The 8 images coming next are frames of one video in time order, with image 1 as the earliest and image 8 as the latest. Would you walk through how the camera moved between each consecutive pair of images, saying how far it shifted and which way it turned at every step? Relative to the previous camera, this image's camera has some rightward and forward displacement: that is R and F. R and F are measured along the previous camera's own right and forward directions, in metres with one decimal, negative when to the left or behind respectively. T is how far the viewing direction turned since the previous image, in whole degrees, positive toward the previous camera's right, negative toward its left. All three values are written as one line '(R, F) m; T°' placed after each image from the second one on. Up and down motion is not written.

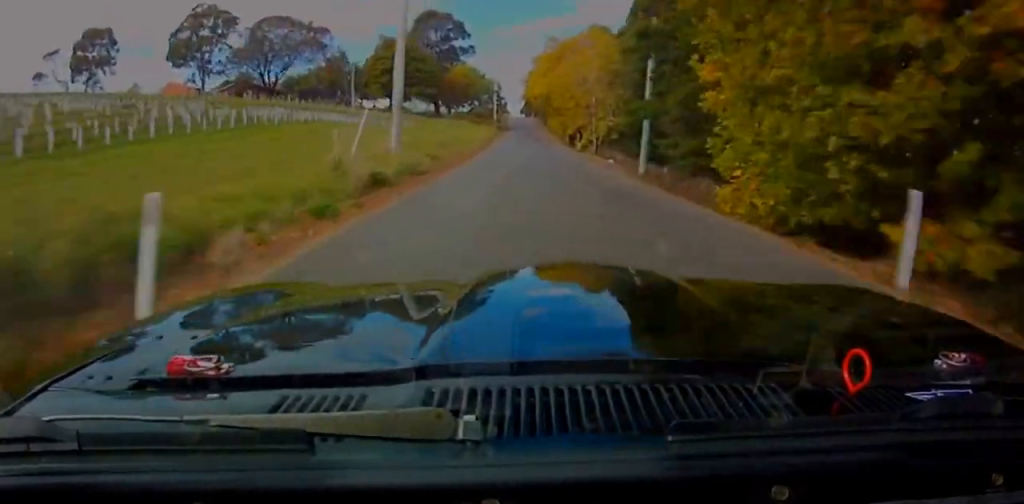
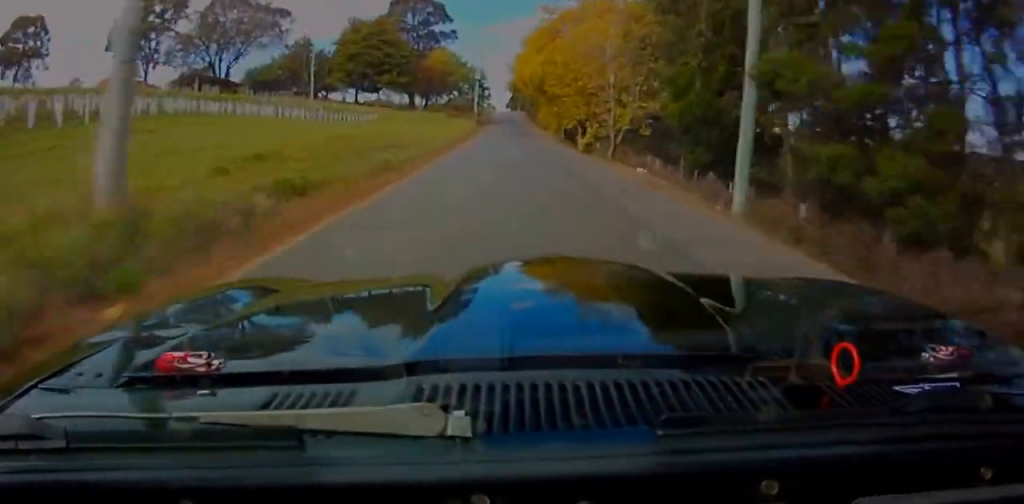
(0.0, +16.7) m; 0°
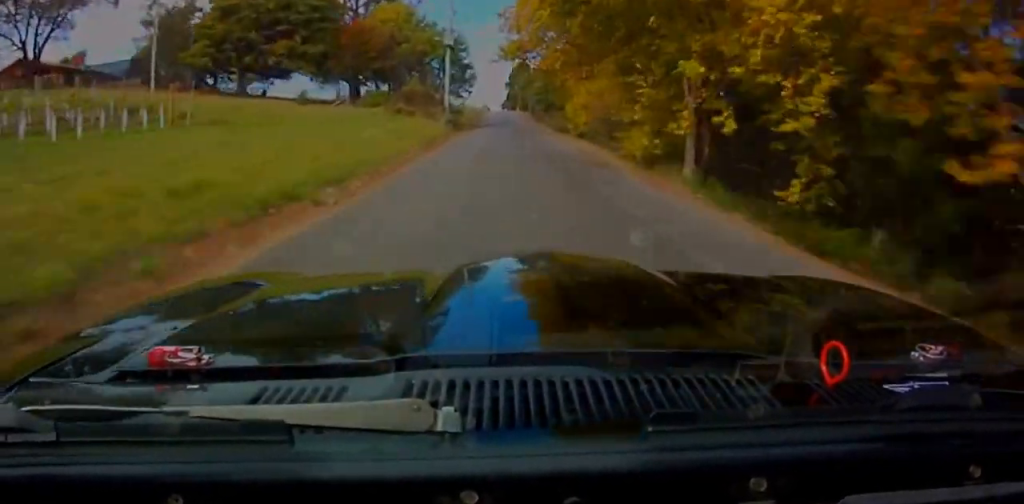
(0.0, +43.2) m; 0°
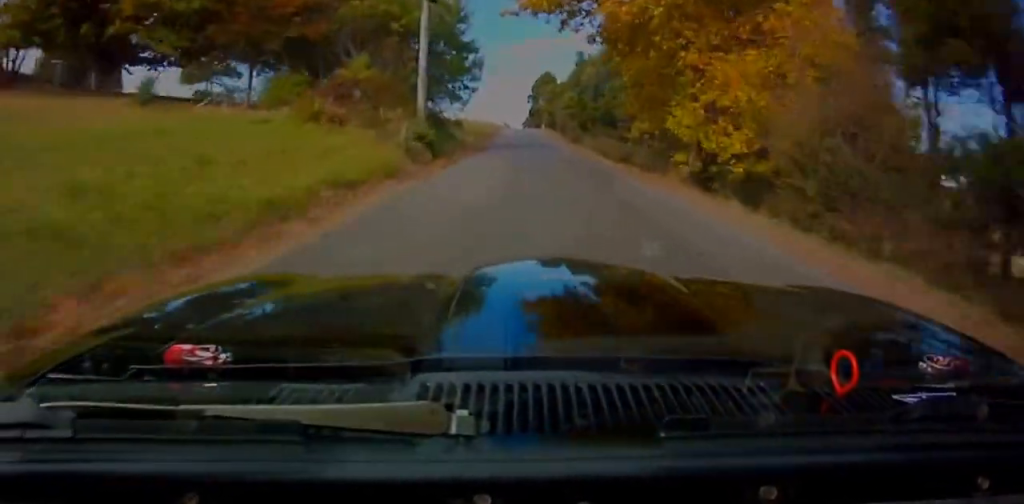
(0.0, +25.6) m; 0°
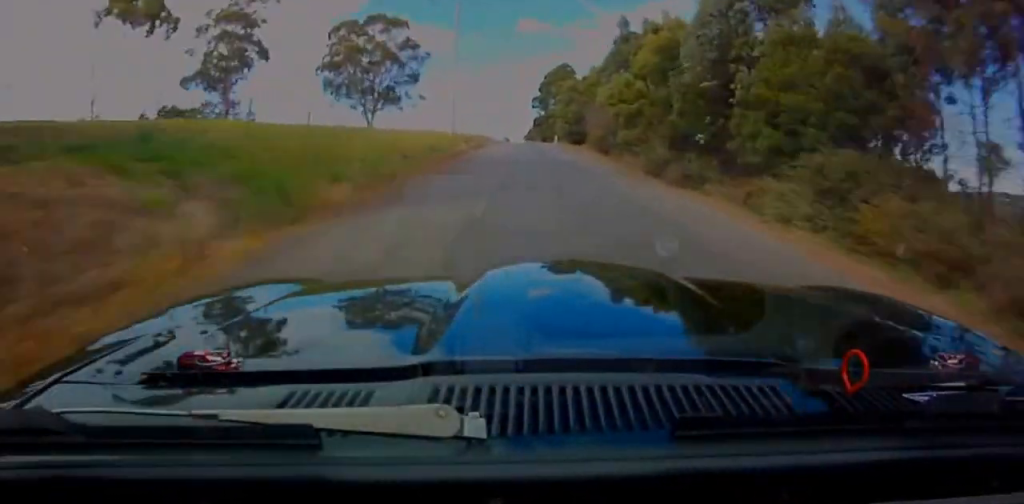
(0.0, +44.2) m; 0°
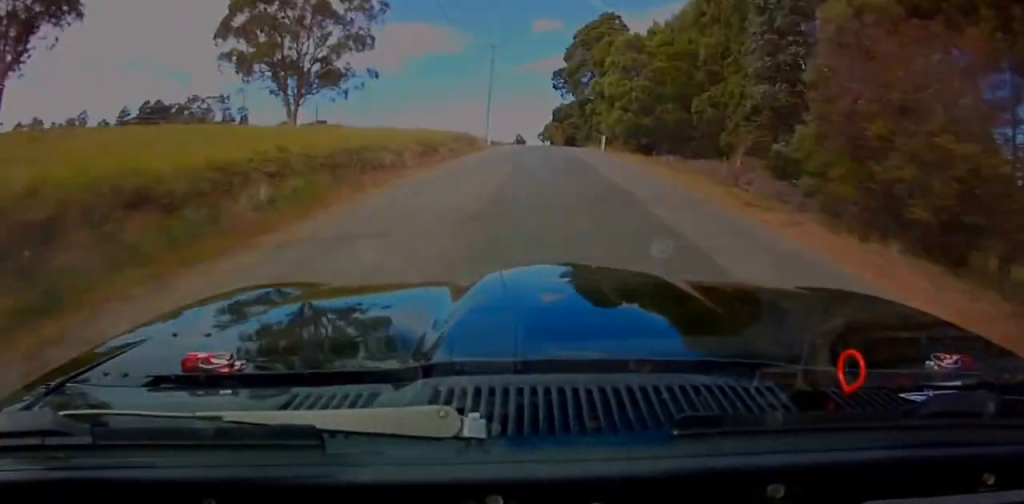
(-0.2, +41.4) m; -1°
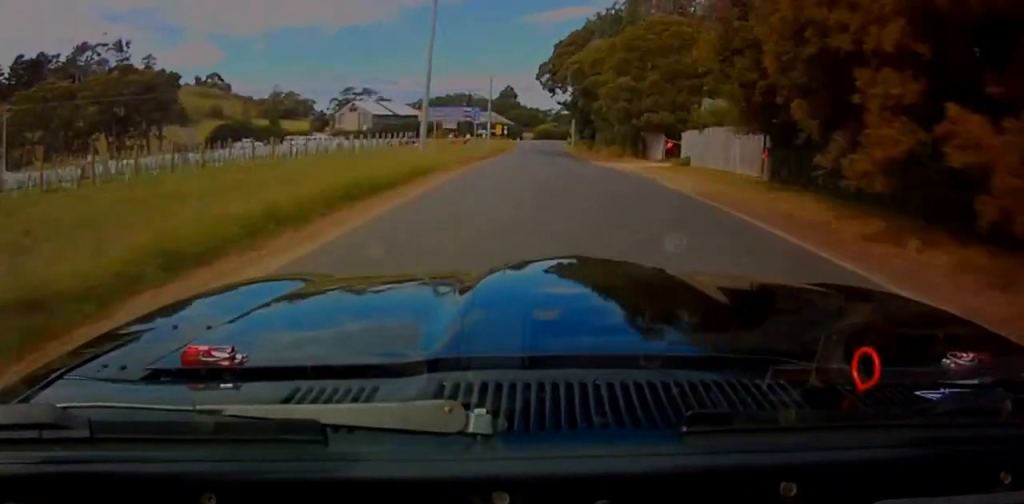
(-0.6, +100.2) m; -1°
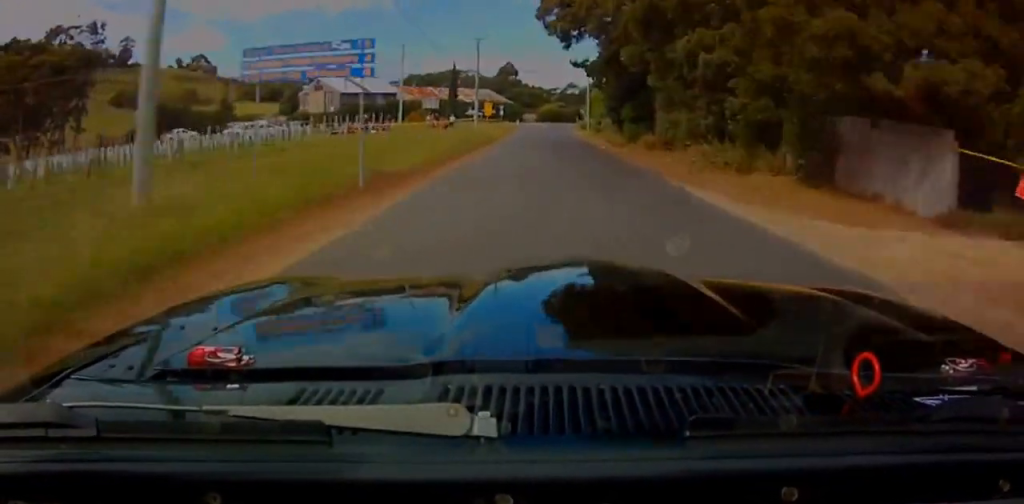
(-0.2, +24.6) m; 0°
